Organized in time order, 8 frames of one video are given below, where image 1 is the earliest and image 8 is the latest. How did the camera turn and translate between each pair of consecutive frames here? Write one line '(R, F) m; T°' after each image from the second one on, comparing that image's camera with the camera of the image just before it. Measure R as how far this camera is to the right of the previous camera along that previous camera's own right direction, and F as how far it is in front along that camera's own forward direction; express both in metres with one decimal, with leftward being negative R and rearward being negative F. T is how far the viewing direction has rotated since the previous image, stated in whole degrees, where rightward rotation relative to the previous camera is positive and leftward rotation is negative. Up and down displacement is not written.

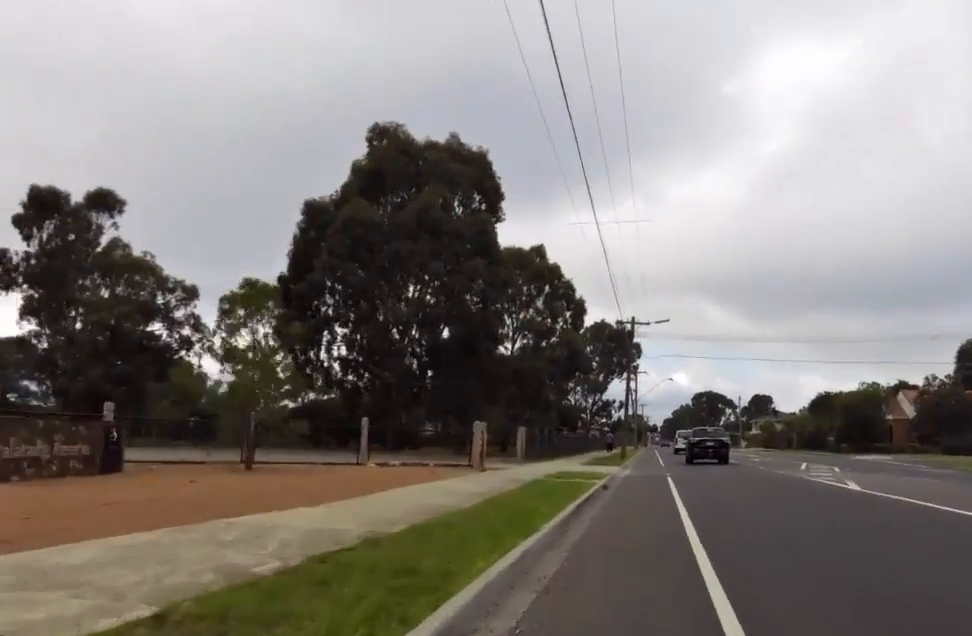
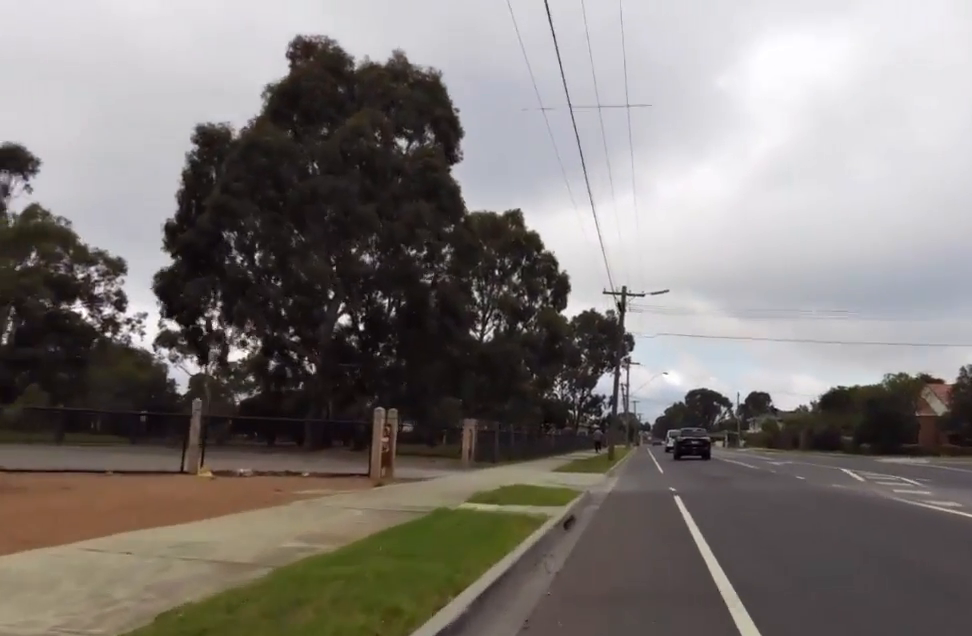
(0.0, +8.0) m; +2°
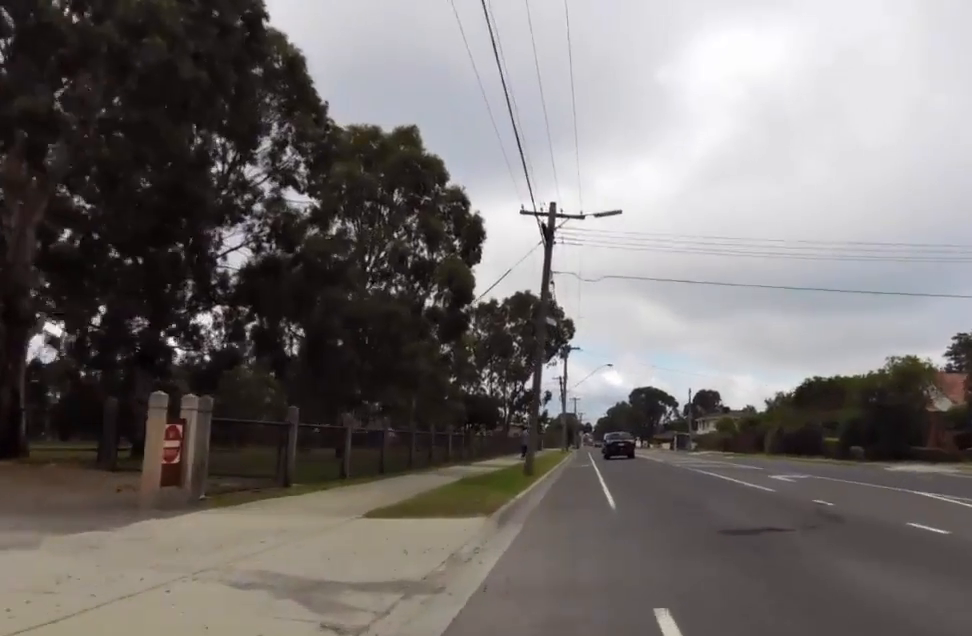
(+1.0, +11.7) m; +1°
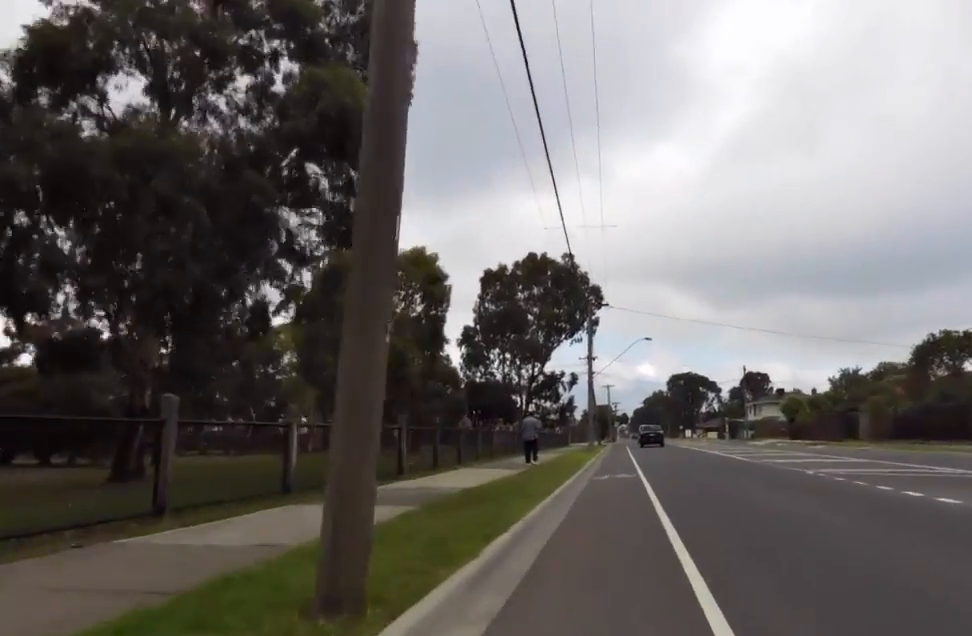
(-0.6, +16.5) m; 0°
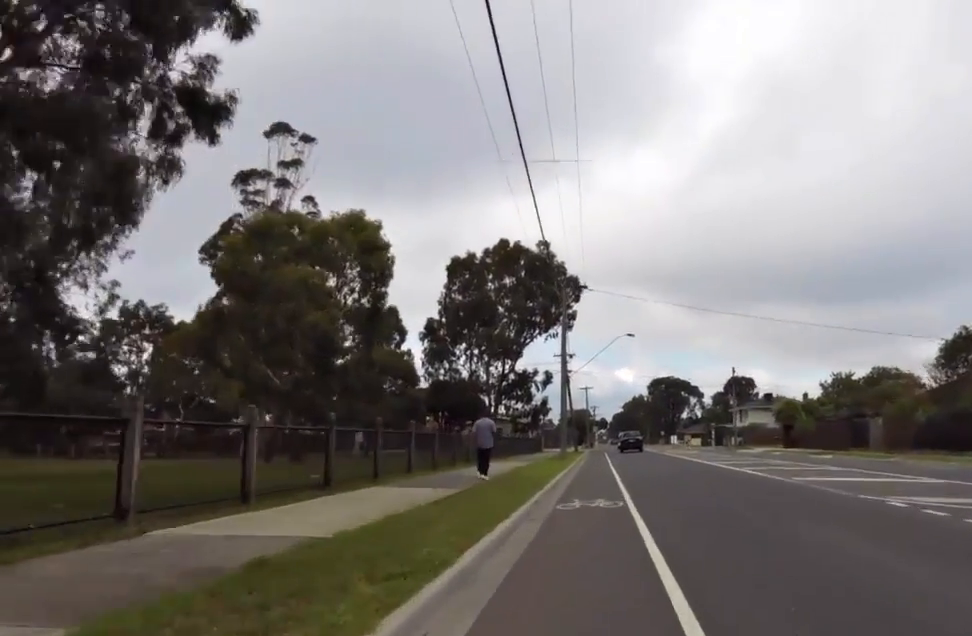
(-0.2, +5.8) m; 0°
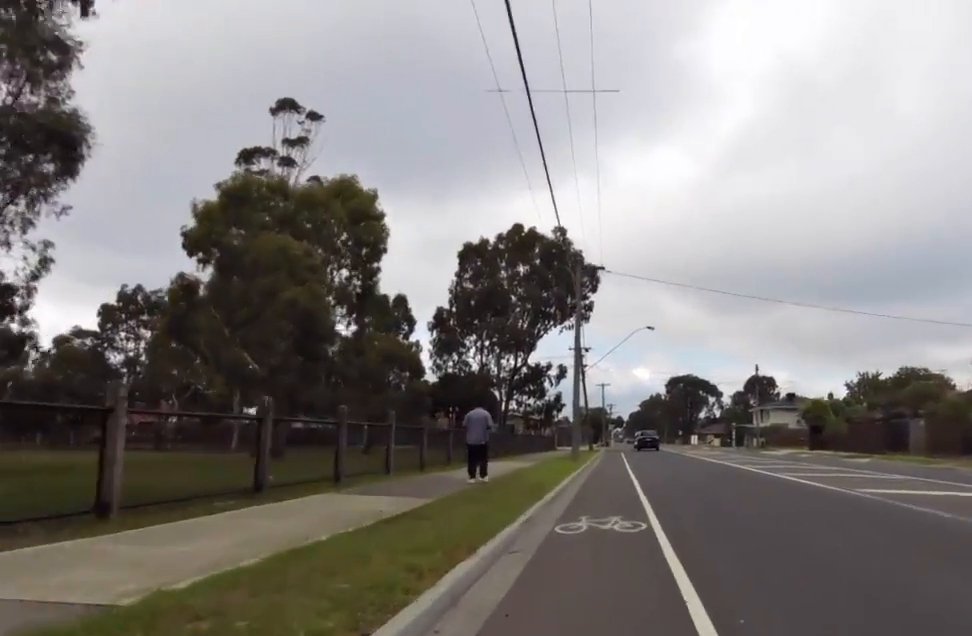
(-0.3, +3.3) m; 0°
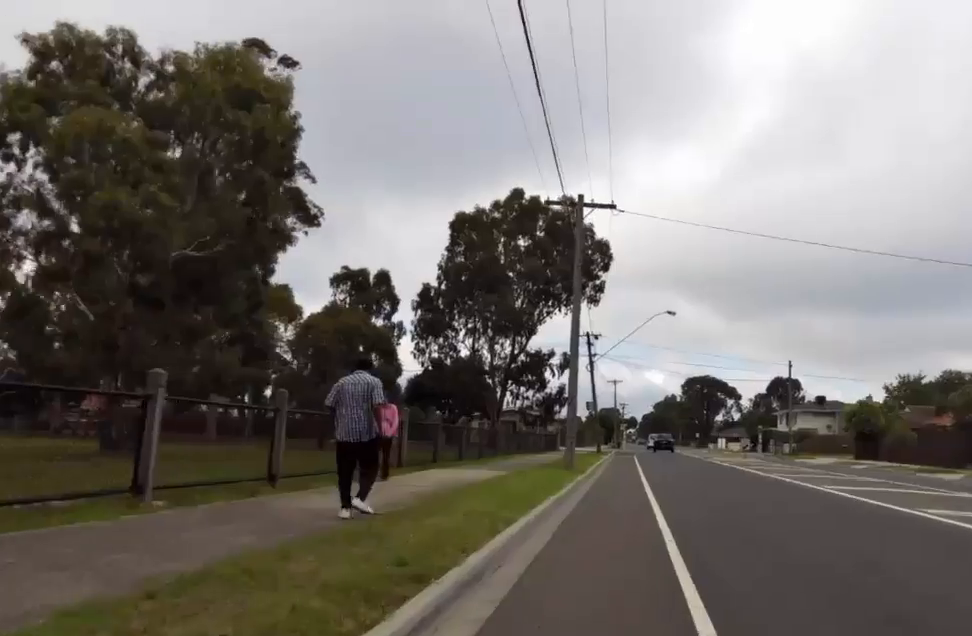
(+0.7, +8.9) m; -2°
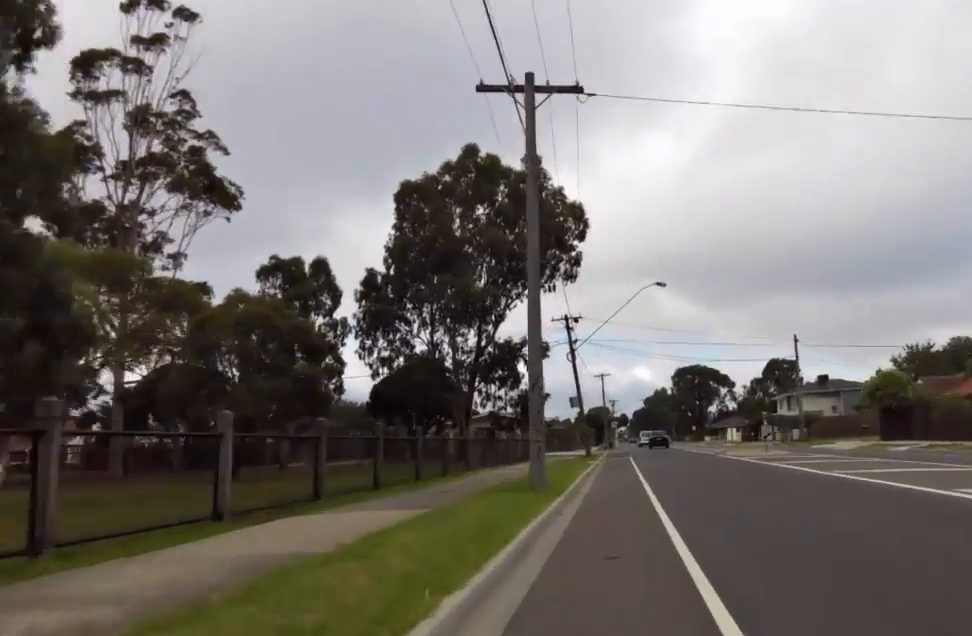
(-0.8, +7.4) m; 0°
